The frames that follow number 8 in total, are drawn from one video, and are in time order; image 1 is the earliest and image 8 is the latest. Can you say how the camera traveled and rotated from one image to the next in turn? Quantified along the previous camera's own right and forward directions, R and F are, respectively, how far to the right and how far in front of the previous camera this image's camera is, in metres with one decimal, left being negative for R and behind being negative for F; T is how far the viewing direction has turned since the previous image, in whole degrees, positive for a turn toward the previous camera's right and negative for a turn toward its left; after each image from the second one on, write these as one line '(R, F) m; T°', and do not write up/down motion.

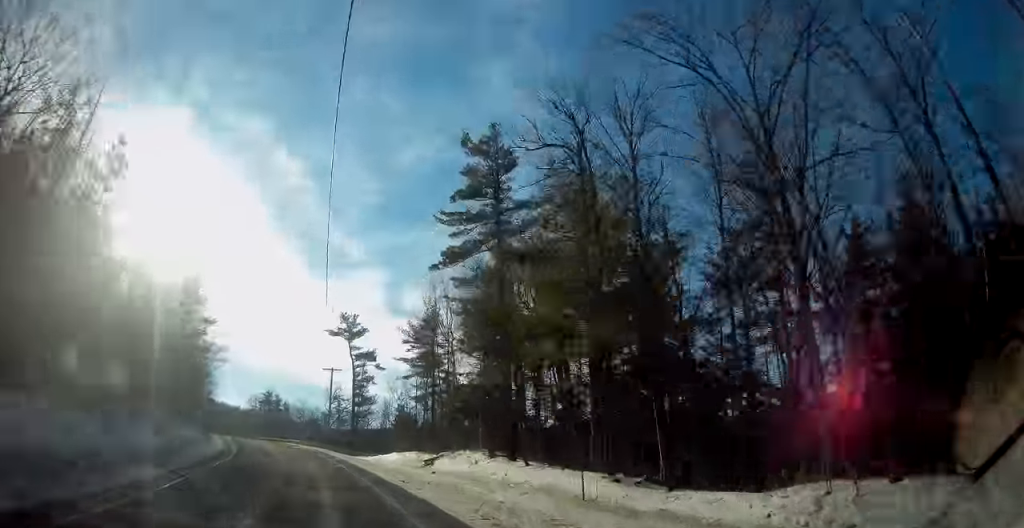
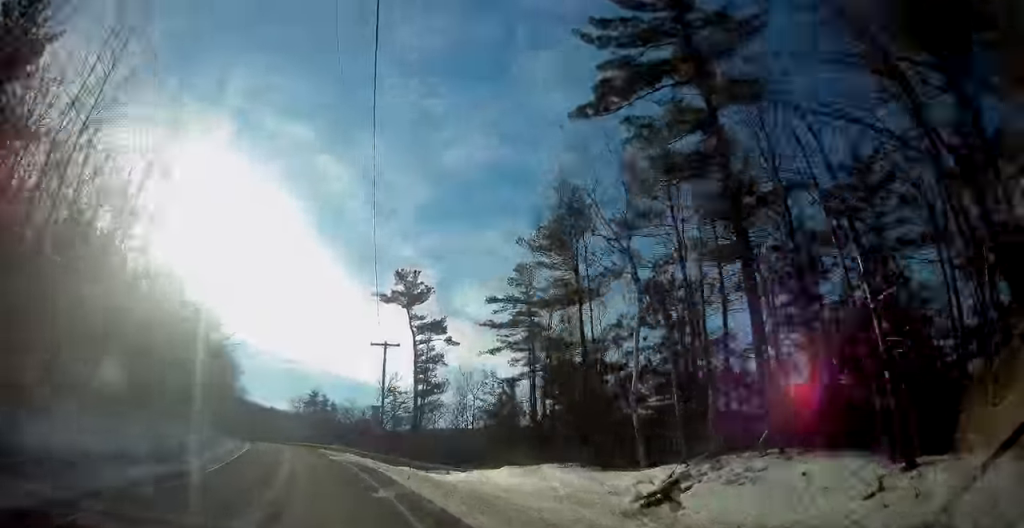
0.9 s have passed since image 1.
(-0.7, +19.3) m; -5°
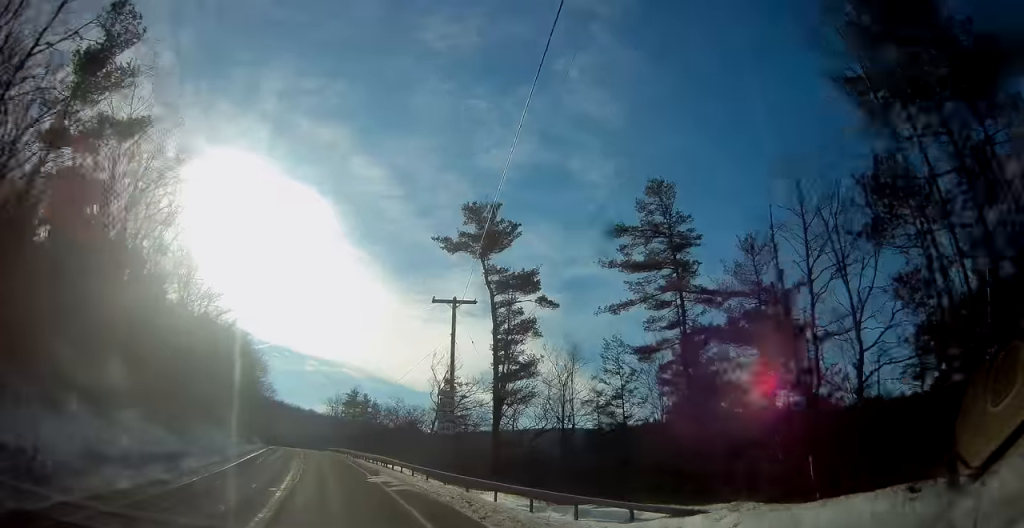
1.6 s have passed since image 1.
(-0.7, +15.7) m; -4°
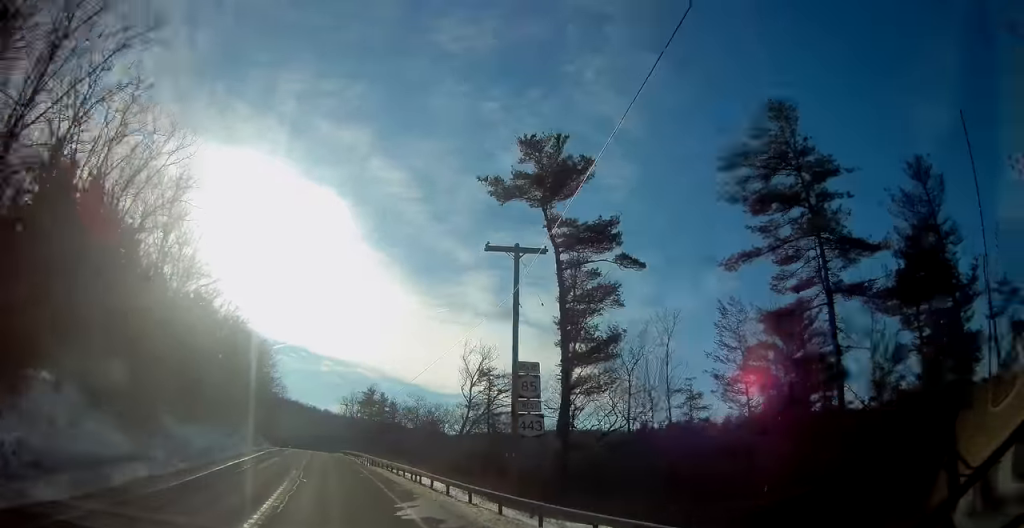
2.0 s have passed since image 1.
(-0.4, +9.1) m; -2°
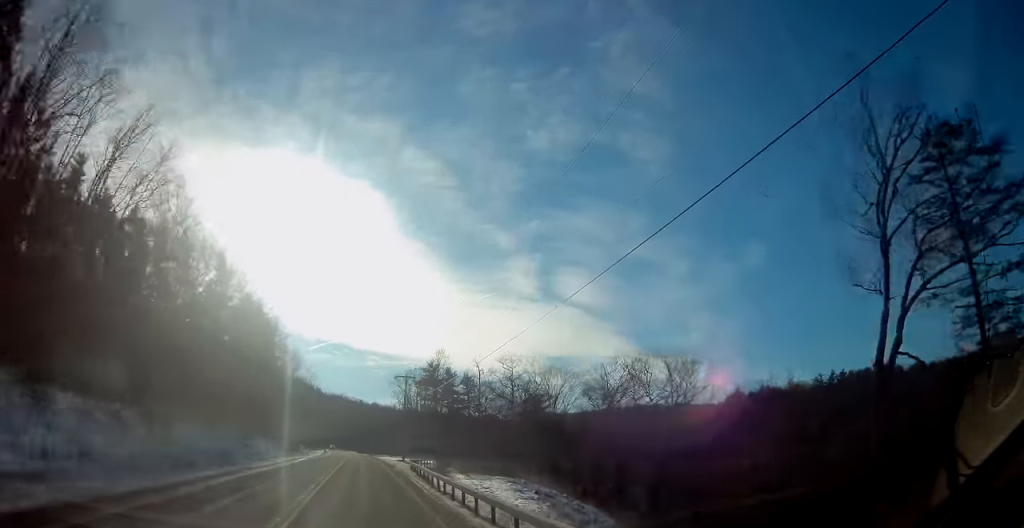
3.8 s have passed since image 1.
(-1.9, +43.4) m; -4°
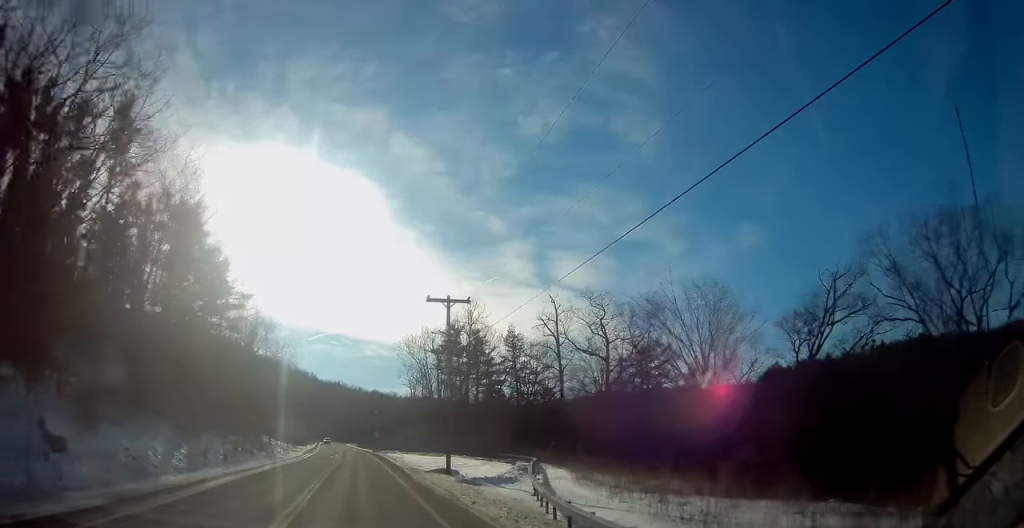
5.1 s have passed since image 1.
(-0.3, +33.6) m; +1°
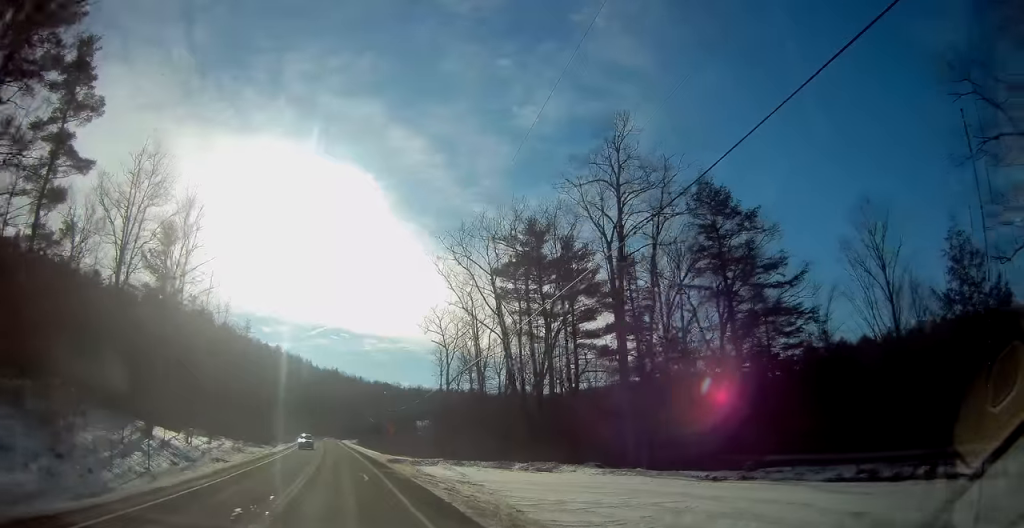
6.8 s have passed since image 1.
(+0.6, +44.1) m; -1°
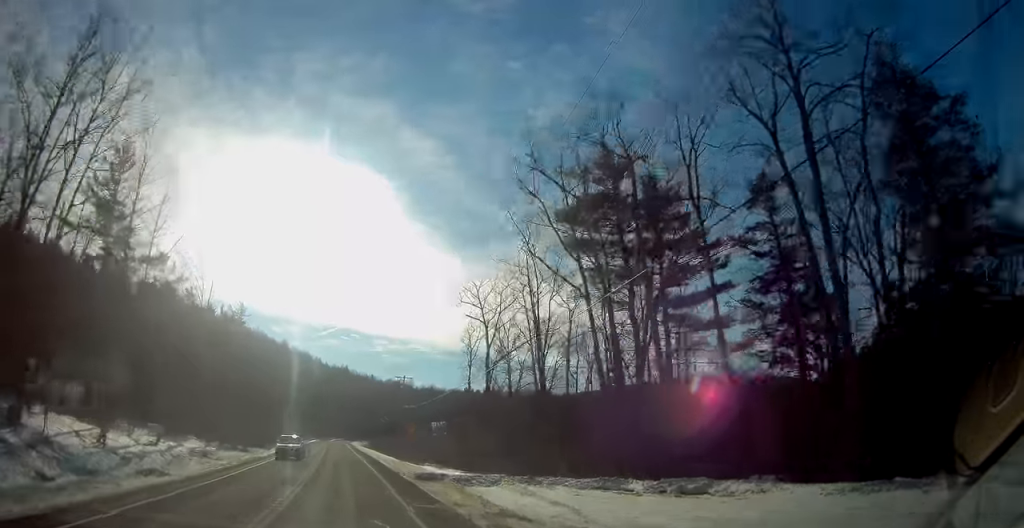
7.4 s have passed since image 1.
(-0.1, +14.6) m; -1°
